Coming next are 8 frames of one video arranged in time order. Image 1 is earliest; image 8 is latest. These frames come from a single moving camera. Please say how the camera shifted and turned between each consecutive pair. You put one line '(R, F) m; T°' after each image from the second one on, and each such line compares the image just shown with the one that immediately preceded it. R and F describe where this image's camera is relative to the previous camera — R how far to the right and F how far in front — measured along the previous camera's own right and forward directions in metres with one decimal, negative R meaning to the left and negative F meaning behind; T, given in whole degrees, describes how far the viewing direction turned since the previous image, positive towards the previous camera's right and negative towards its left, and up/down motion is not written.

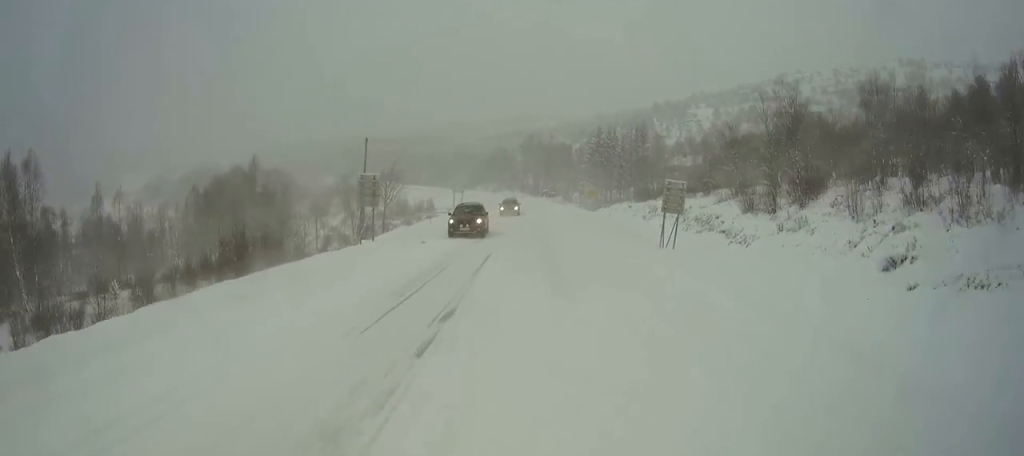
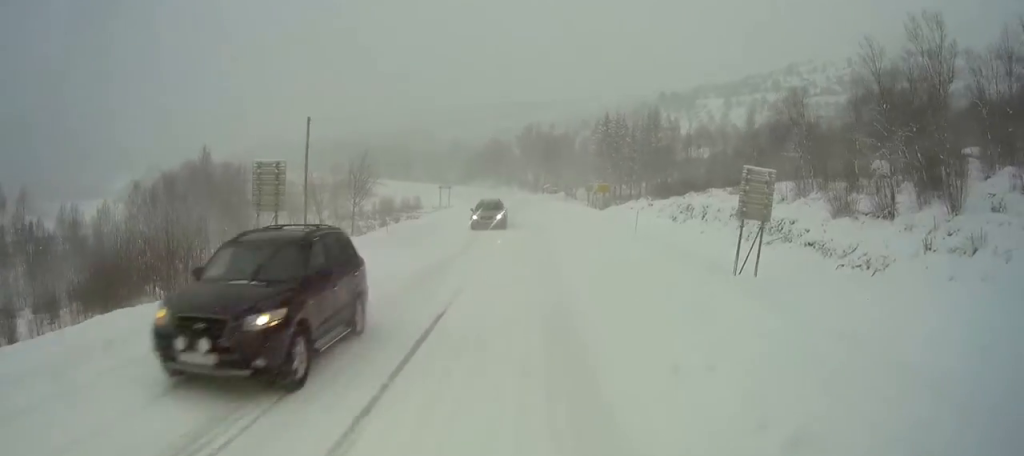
(0.0, +12.9) m; 0°
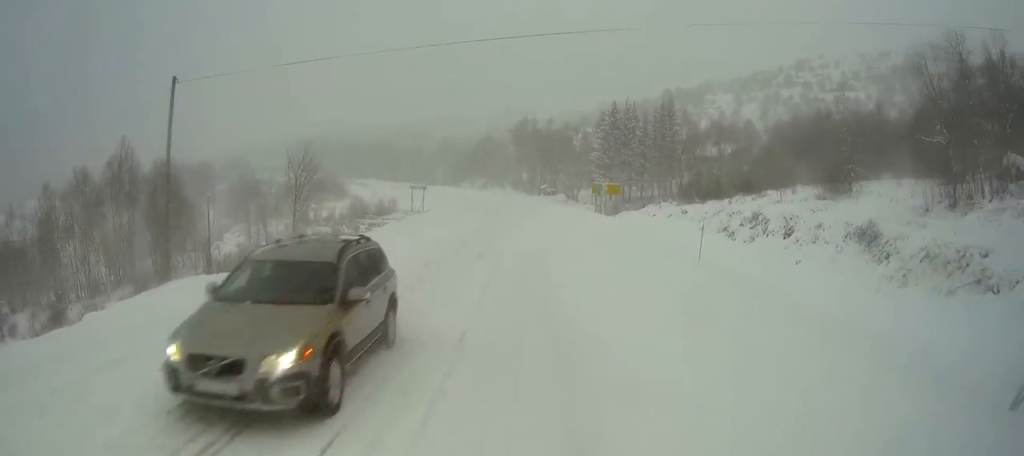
(0.0, +14.7) m; 0°
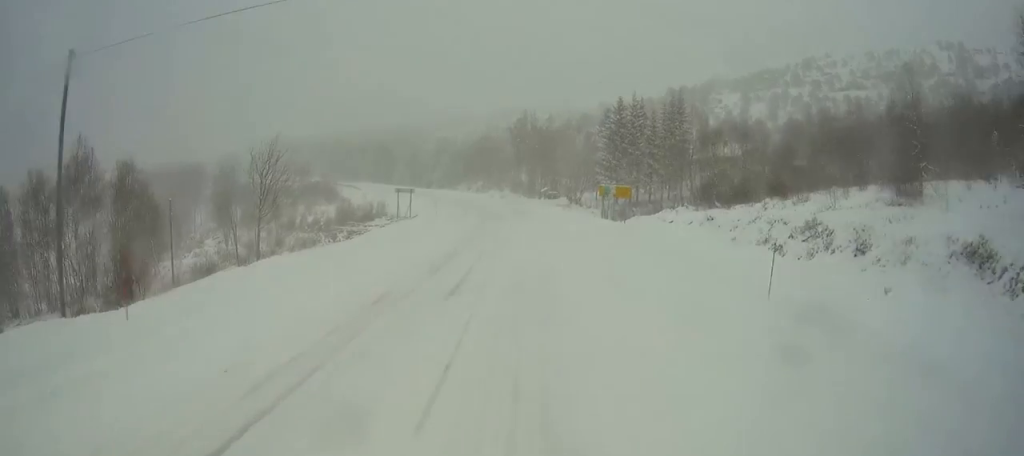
(0.0, +6.5) m; 0°
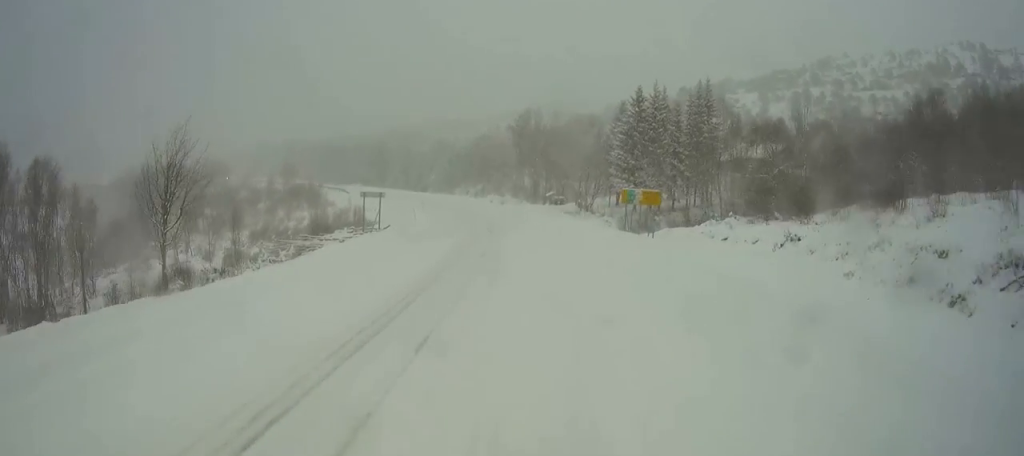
(0.0, +12.2) m; 0°
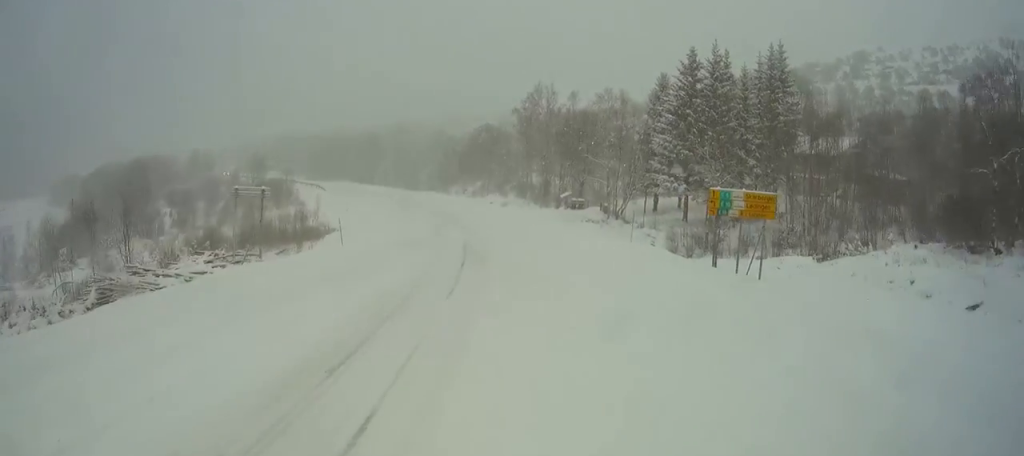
(0.0, +20.5) m; 0°
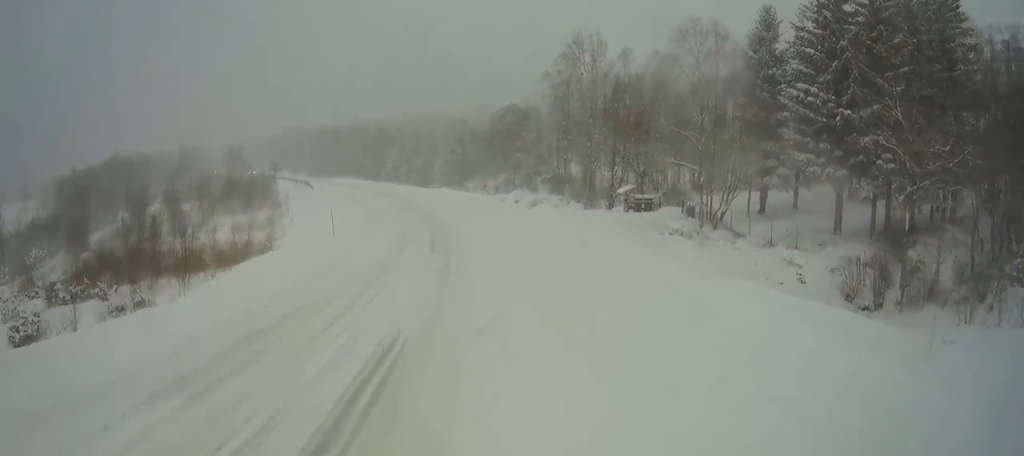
(0.0, +22.6) m; 0°
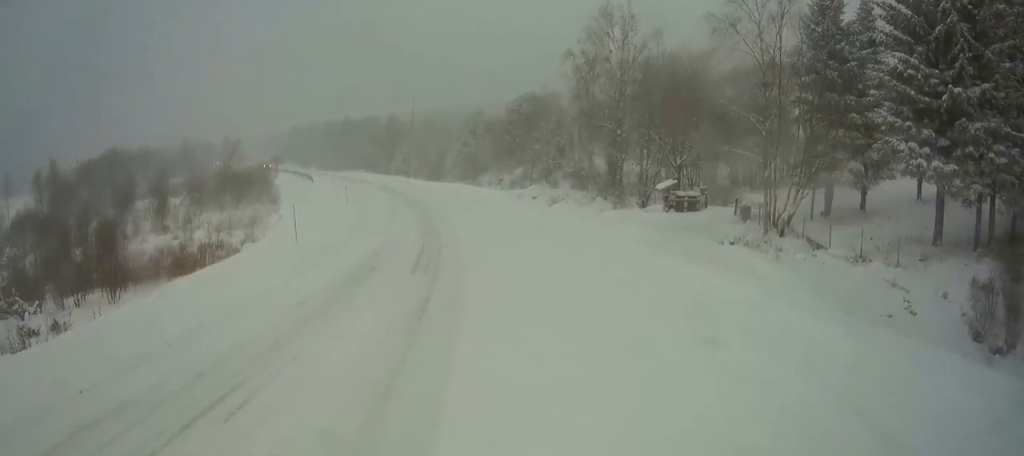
(0.0, +7.4) m; 0°
